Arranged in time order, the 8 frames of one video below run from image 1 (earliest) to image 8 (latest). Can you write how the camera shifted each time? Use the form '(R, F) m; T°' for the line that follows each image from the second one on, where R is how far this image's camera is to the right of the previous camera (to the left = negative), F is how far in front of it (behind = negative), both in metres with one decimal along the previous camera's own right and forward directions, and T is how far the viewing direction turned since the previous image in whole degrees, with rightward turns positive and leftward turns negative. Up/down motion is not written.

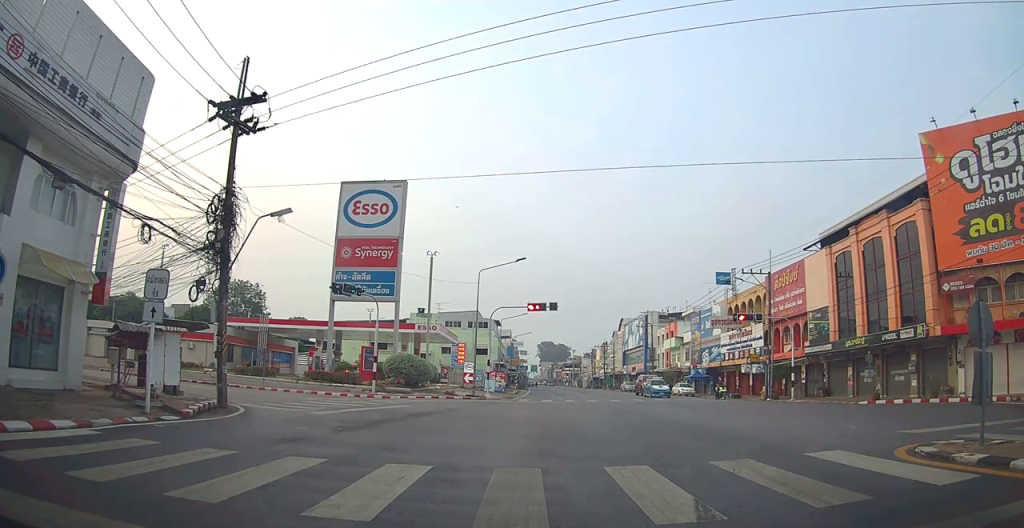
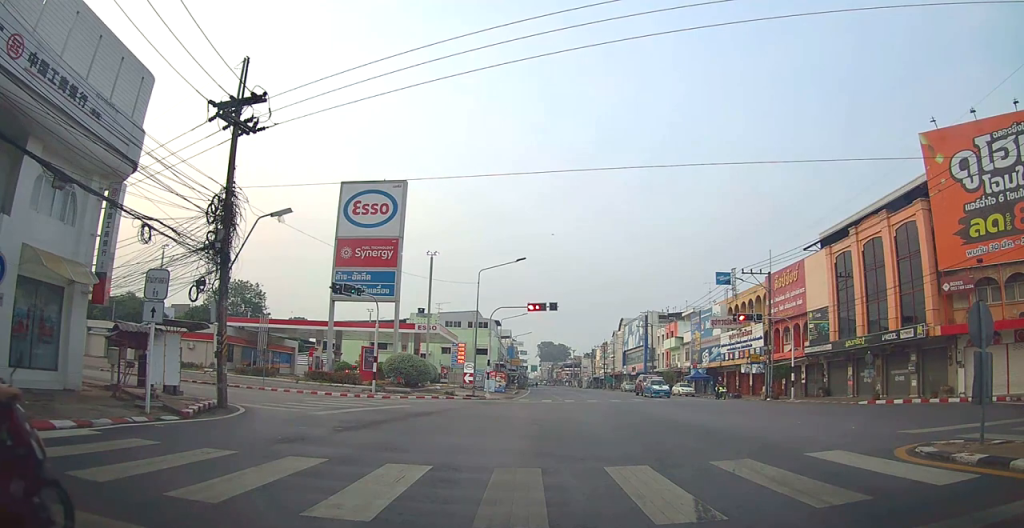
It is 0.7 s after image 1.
(0.0, 0.0) m; 0°
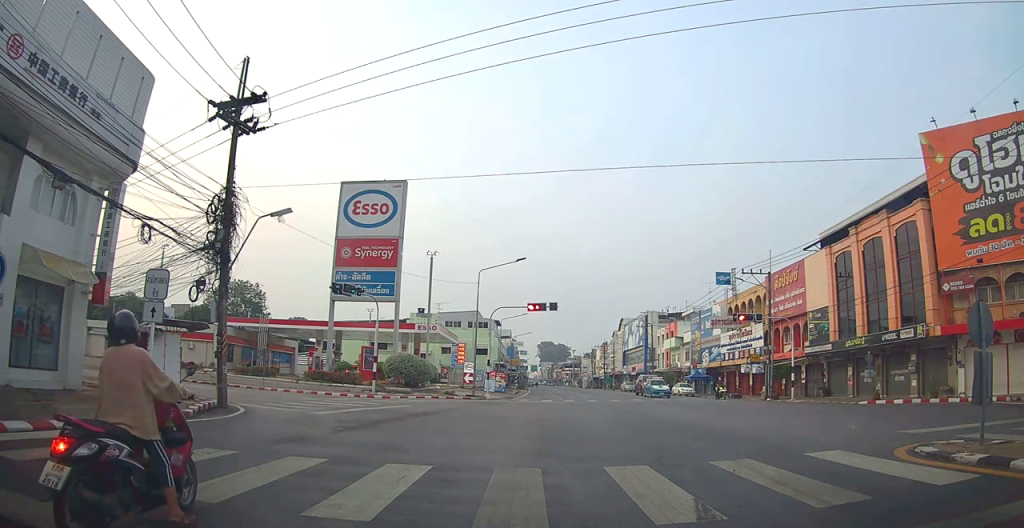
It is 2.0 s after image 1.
(0.0, 0.0) m; 0°
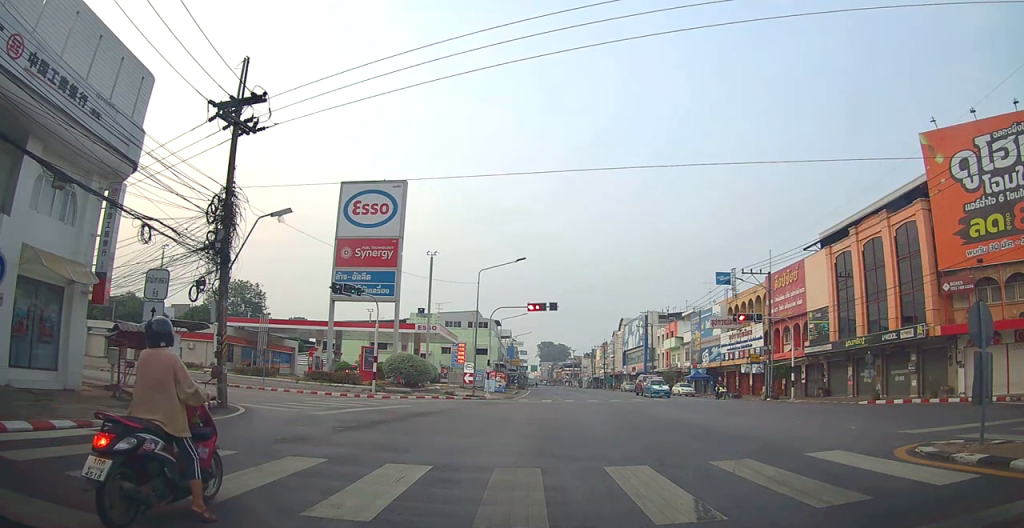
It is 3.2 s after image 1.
(0.0, 0.0) m; 0°
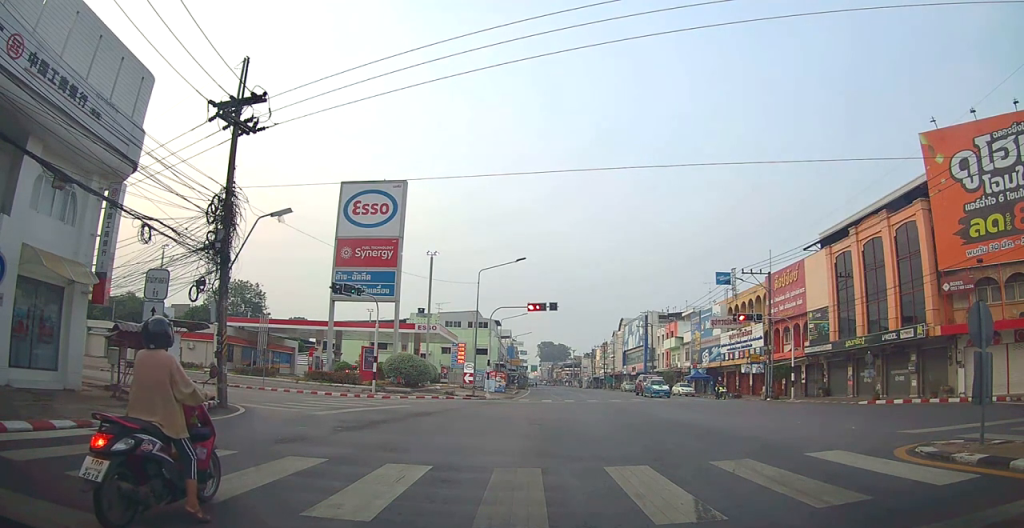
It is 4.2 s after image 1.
(0.0, 0.0) m; 0°
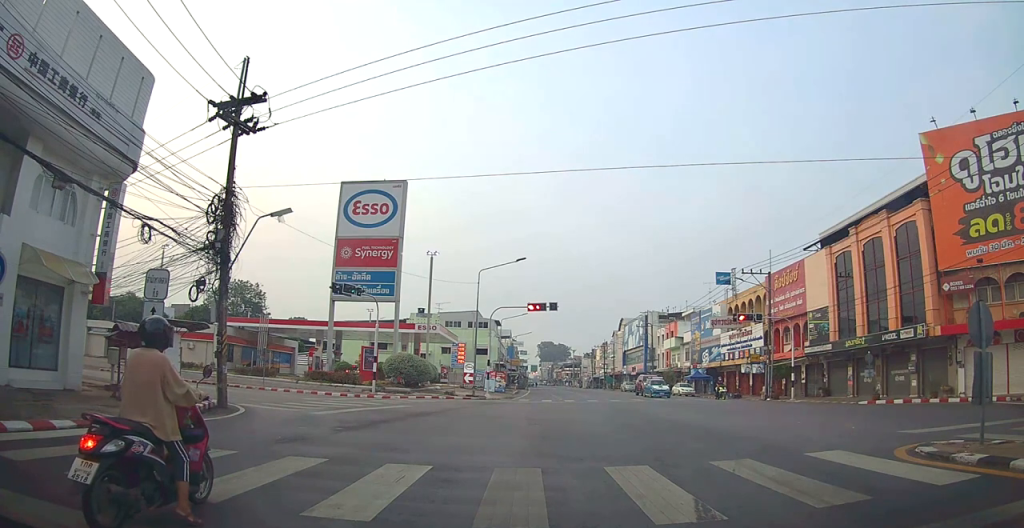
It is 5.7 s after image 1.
(0.0, 0.0) m; 0°
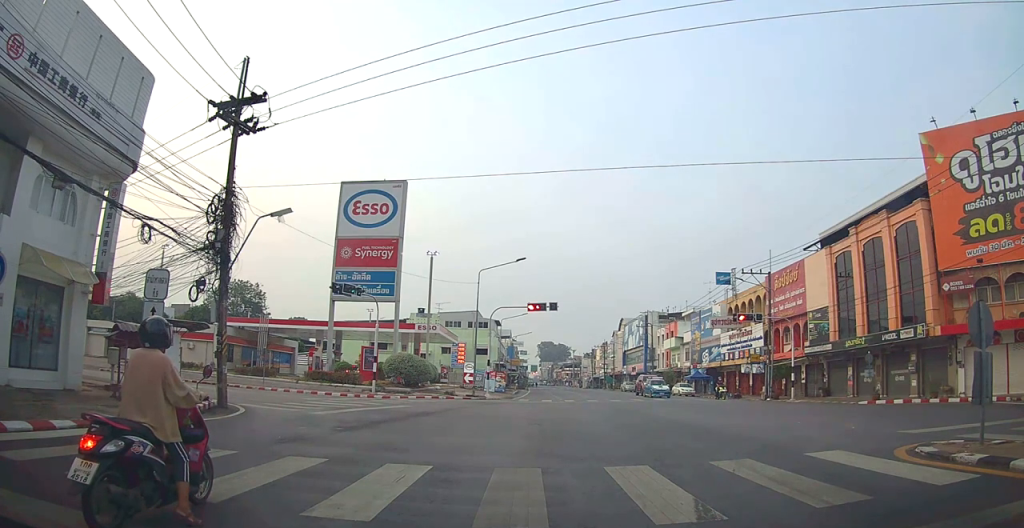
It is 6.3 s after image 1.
(0.0, 0.0) m; 0°
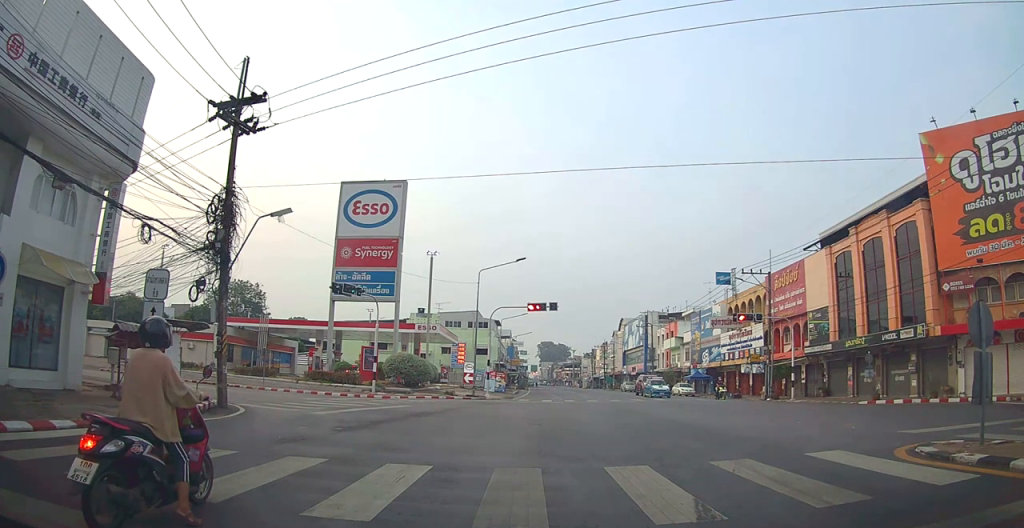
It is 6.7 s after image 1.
(0.0, 0.0) m; 0°
